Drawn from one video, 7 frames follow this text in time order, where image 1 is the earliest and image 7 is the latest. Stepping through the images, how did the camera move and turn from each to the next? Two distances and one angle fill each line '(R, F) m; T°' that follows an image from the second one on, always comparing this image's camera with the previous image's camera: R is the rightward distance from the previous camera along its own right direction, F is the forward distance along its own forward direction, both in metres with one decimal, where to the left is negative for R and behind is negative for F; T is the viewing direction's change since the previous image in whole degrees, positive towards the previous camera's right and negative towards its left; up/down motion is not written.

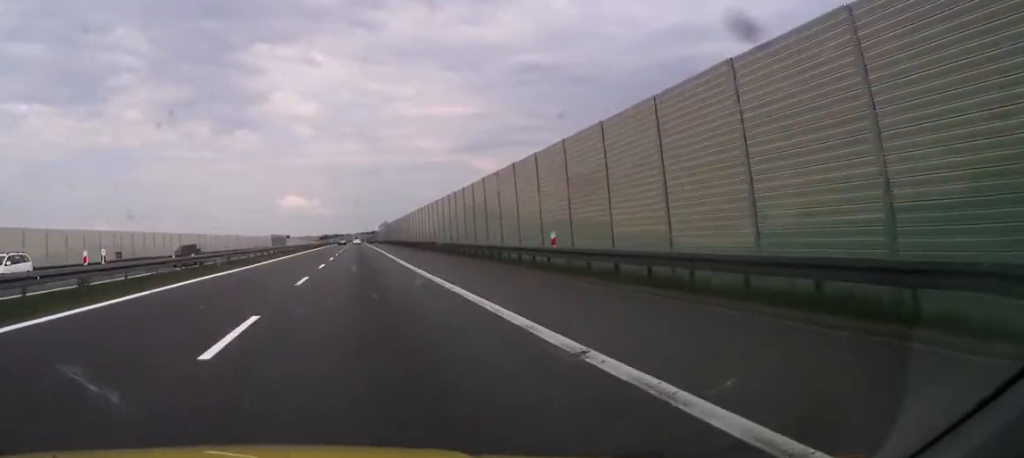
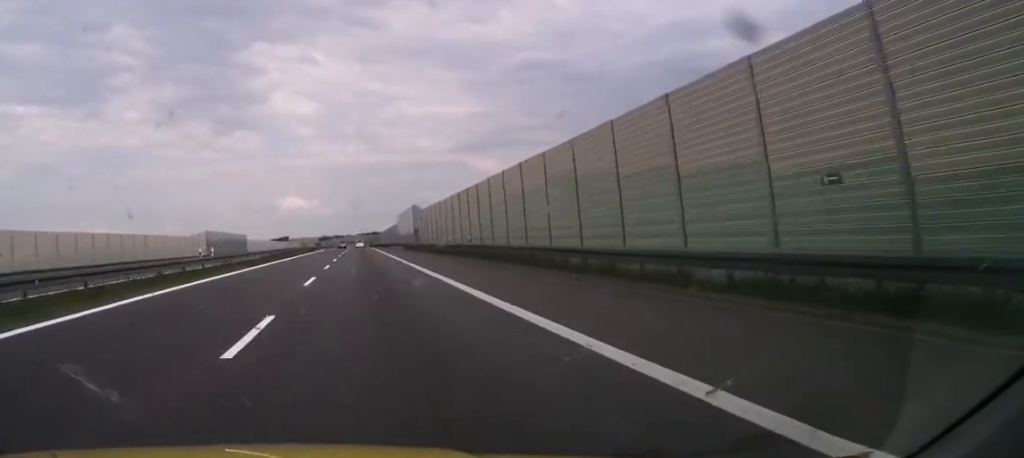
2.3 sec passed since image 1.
(-0.6, +84.2) m; -1°
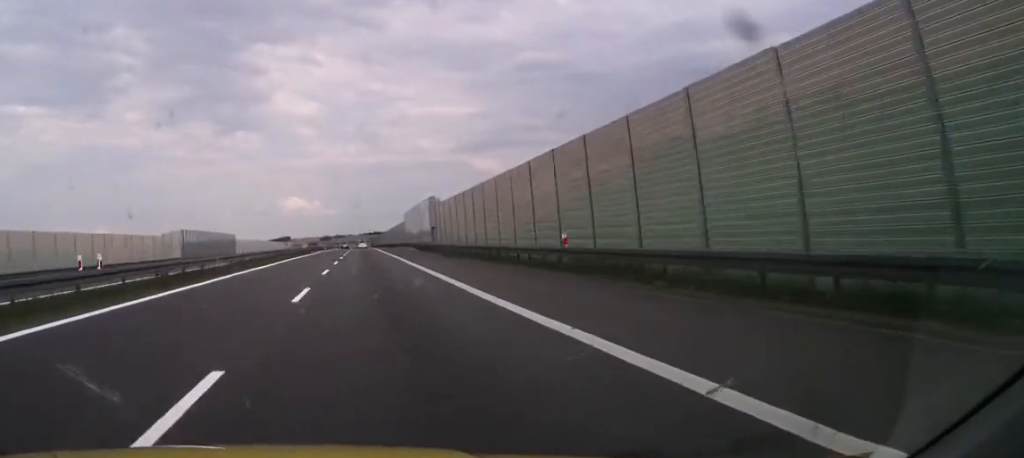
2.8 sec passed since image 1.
(0.0, +16.8) m; 0°
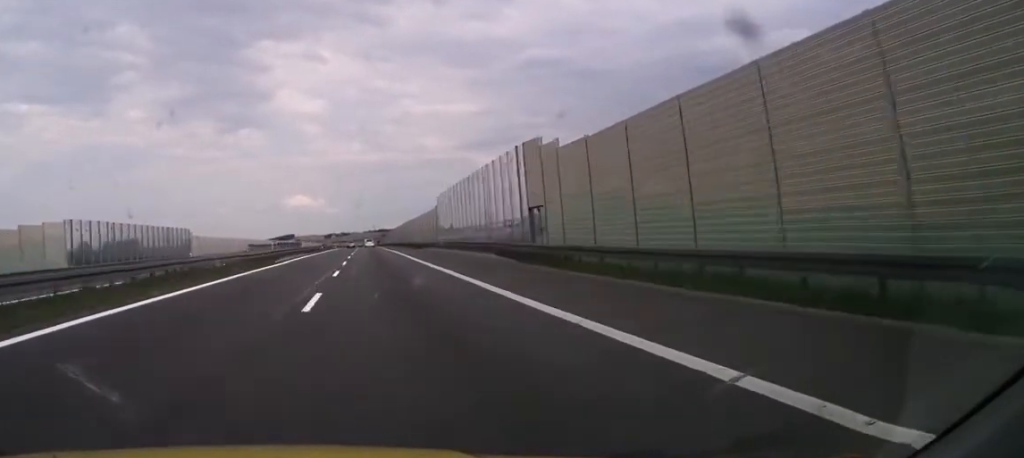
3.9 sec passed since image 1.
(-0.1, +38.4) m; 0°
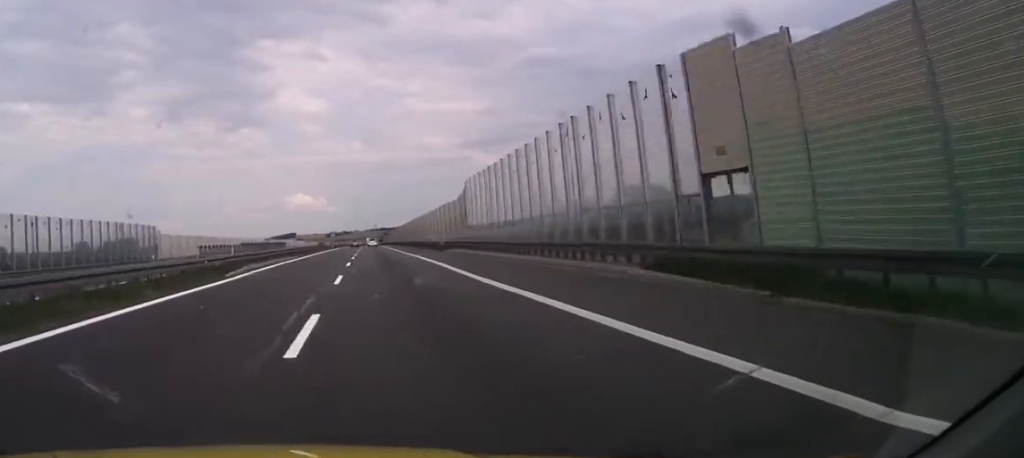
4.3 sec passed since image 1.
(0.0, +16.8) m; 0°
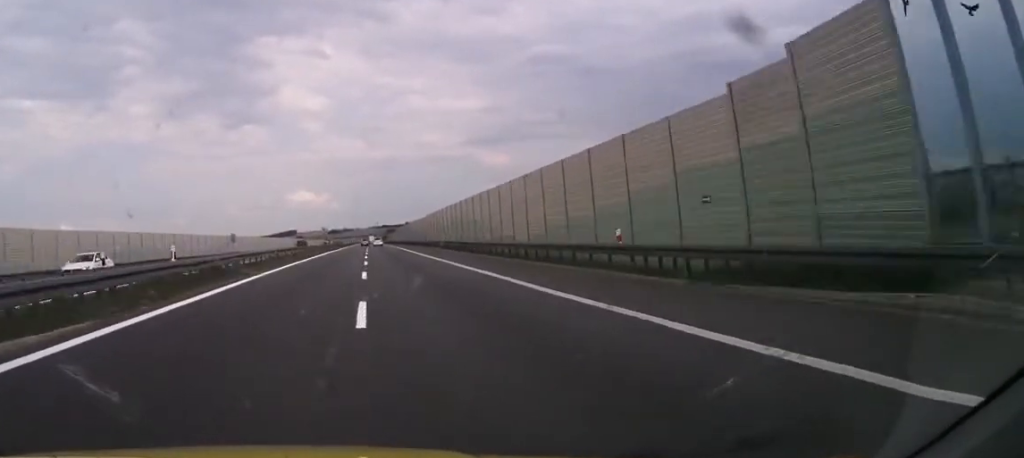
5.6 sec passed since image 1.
(0.0, +45.6) m; 0°
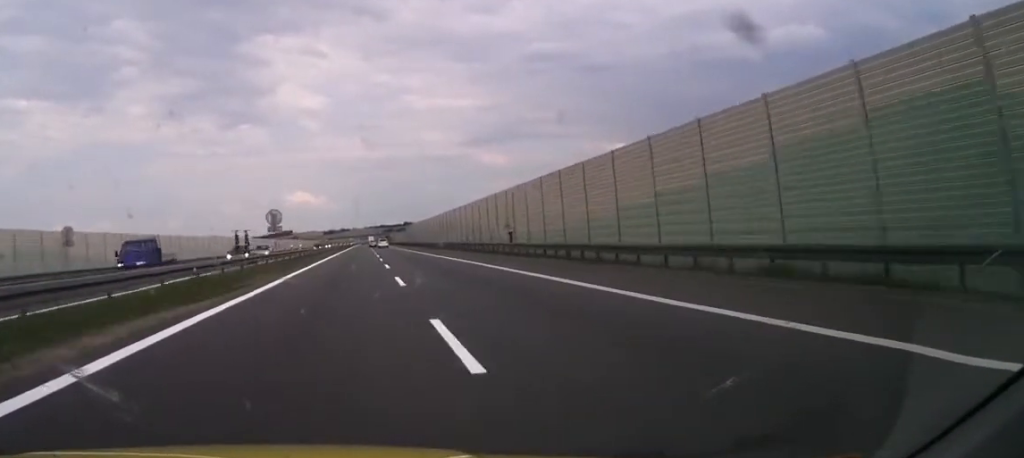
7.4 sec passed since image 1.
(0.0, +63.7) m; 0°
